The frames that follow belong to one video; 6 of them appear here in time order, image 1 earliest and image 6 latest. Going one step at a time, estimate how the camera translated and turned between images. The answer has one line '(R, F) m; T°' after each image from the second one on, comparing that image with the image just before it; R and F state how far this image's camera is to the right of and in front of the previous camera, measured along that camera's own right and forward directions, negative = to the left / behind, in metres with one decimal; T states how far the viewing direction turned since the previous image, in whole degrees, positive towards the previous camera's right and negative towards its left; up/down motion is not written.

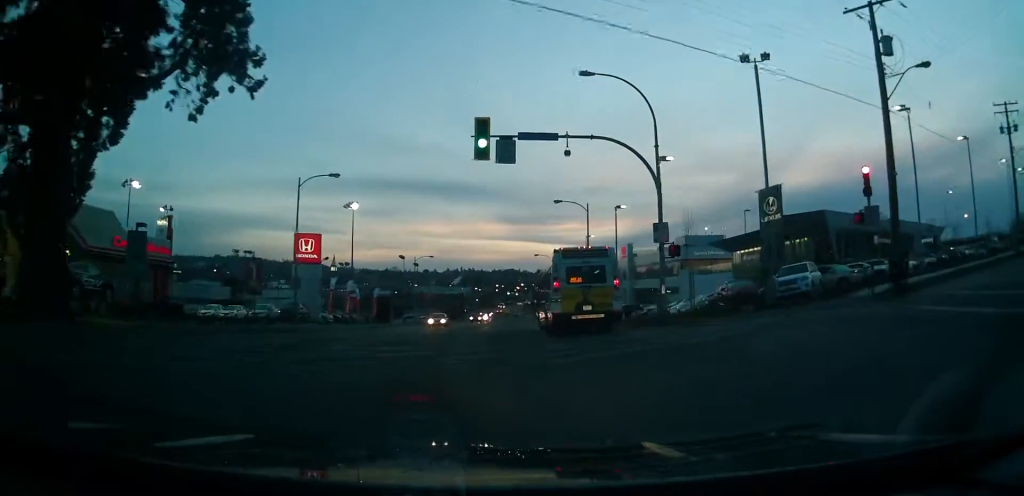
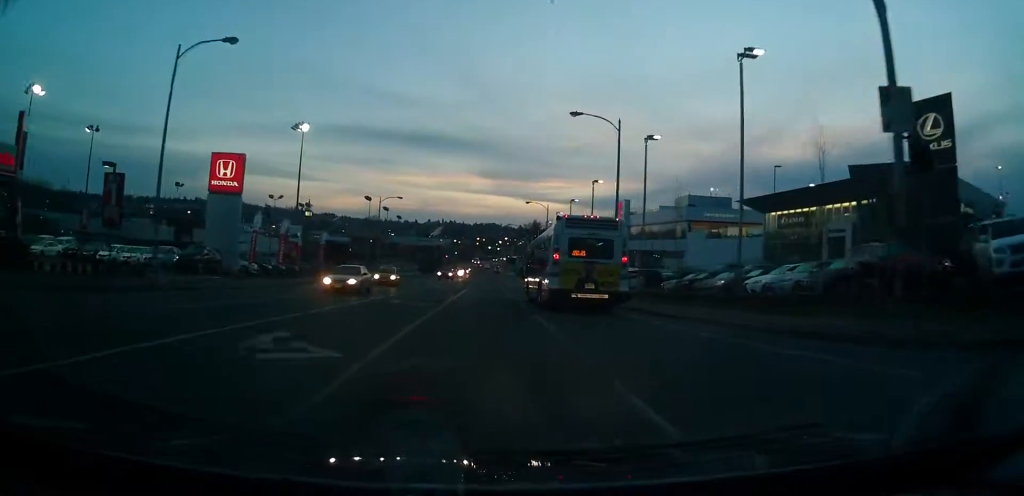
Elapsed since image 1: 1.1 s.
(+0.4, +15.4) m; +3°
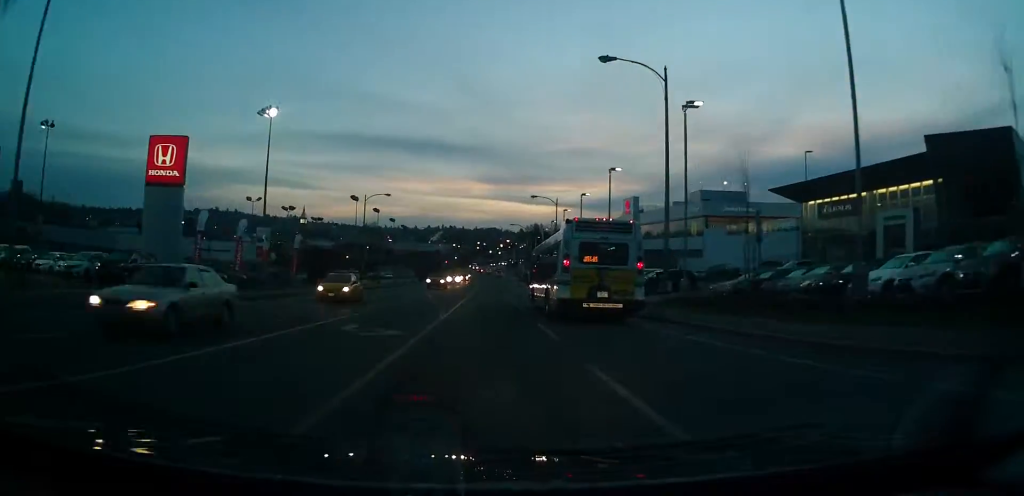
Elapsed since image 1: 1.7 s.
(0.0, +8.7) m; +2°
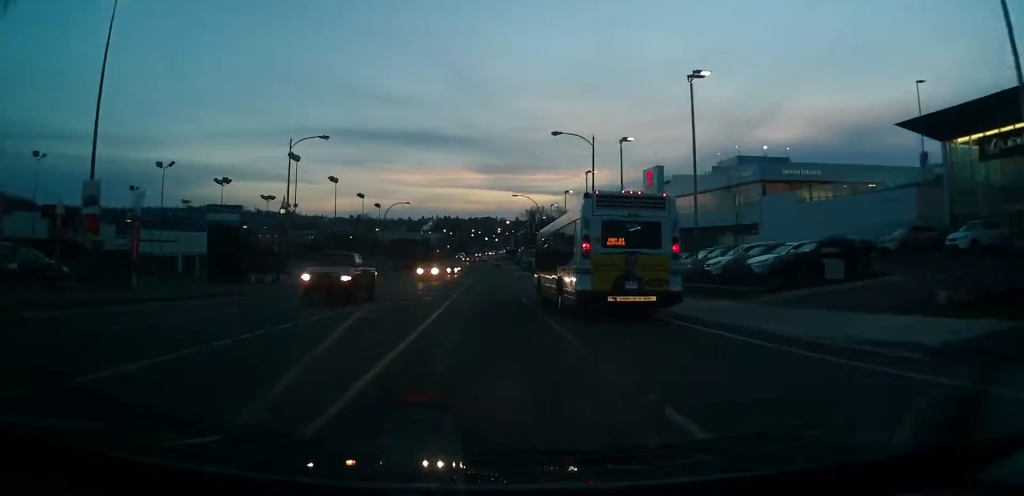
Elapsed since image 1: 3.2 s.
(+1.5, +23.0) m; +5°
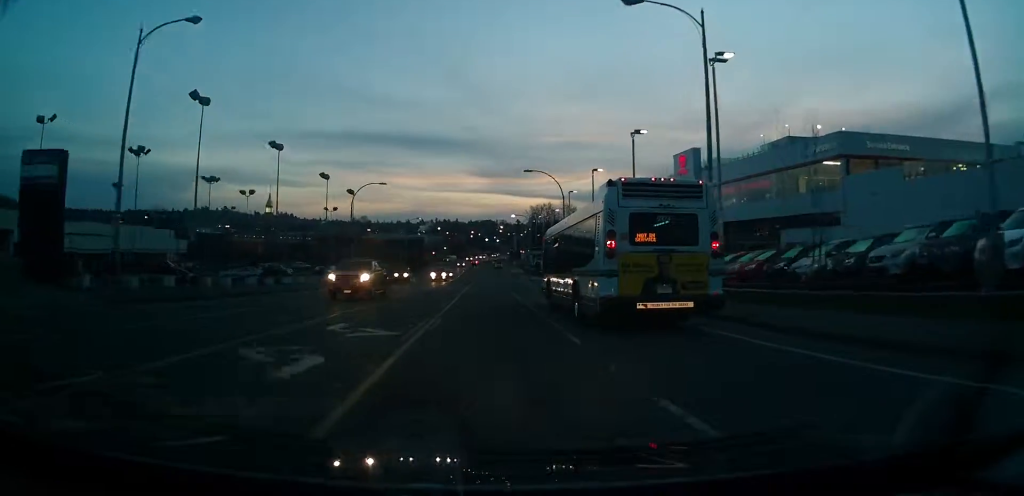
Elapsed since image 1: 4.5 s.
(-0.1, +19.7) m; -1°
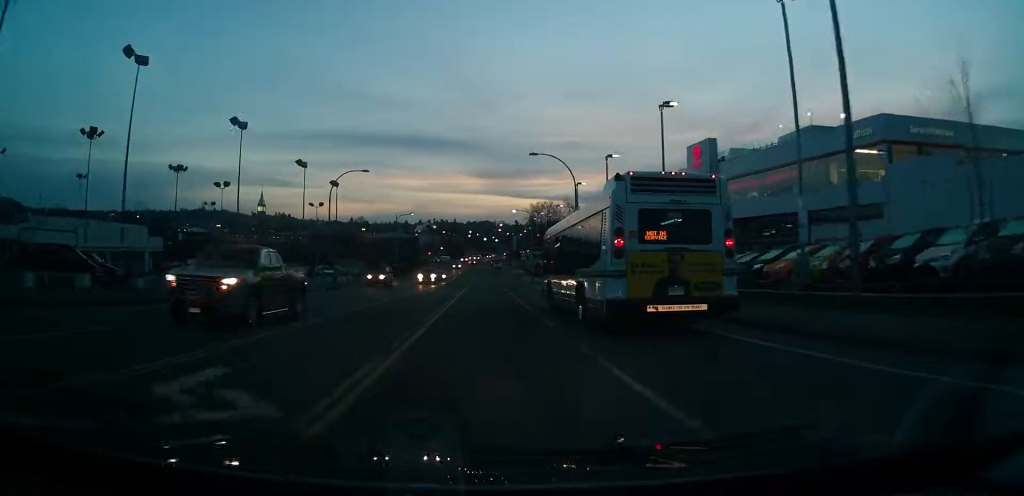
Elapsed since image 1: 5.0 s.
(-0.1, +7.6) m; -1°
